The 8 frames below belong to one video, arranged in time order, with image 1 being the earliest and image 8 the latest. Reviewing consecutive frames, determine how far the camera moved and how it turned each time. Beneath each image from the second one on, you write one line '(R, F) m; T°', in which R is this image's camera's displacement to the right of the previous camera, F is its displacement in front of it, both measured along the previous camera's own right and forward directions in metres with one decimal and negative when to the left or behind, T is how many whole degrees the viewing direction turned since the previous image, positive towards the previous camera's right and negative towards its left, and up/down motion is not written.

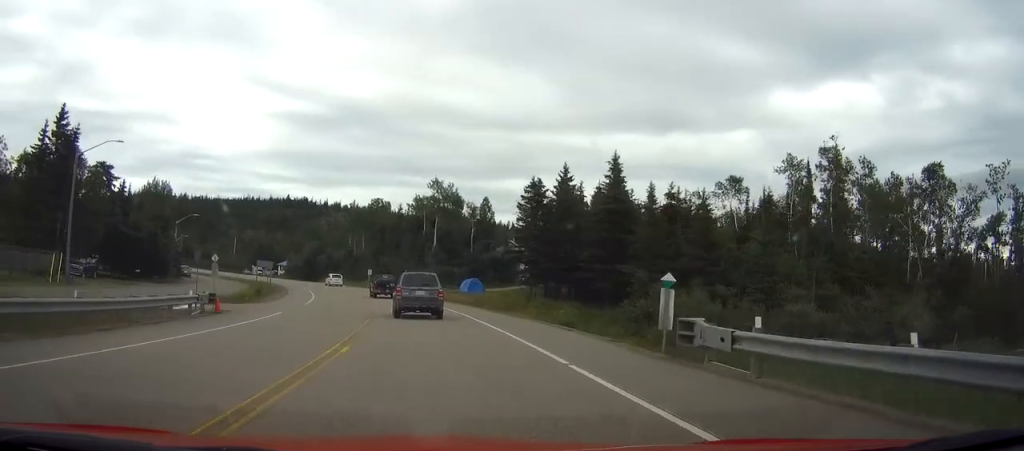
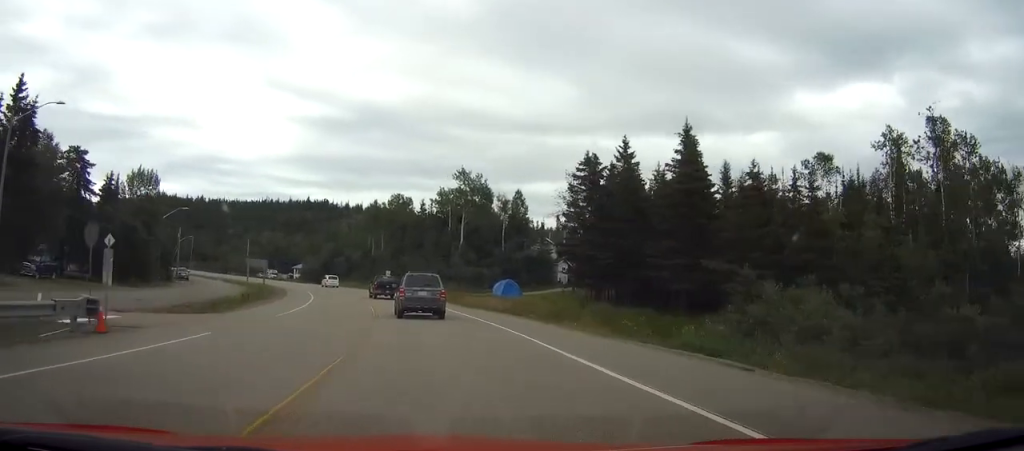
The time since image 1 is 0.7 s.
(-0.2, +12.2) m; -2°
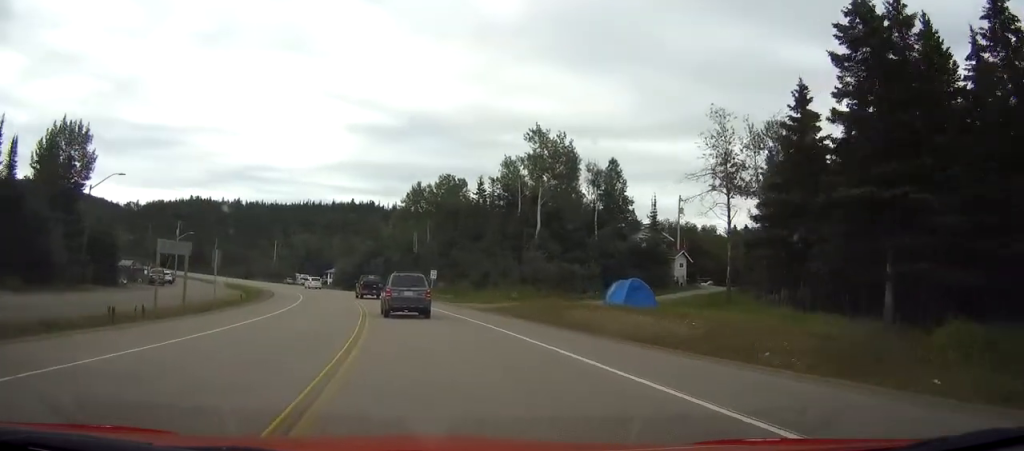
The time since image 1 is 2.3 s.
(-1.4, +28.6) m; -5°
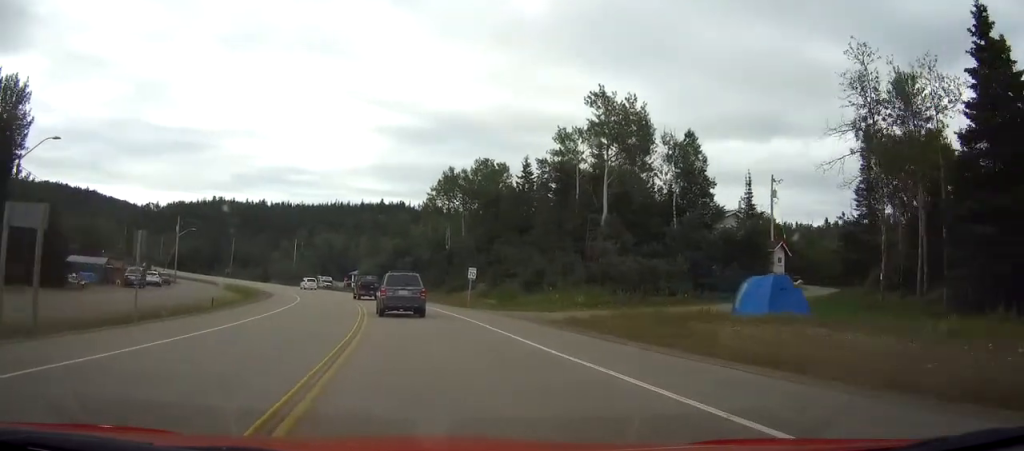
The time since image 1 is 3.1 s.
(-0.3, +14.6) m; -3°
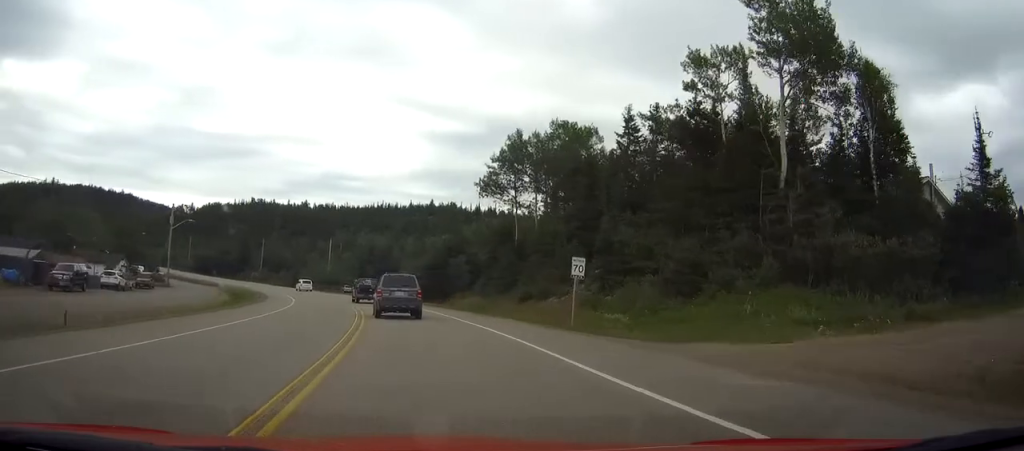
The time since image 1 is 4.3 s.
(-0.8, +22.0) m; -4°
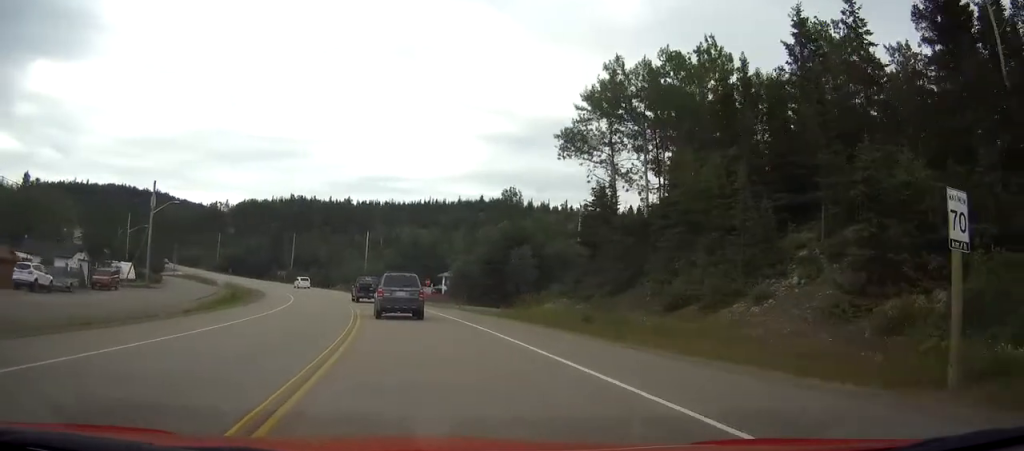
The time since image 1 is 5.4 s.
(-0.7, +20.1) m; -4°
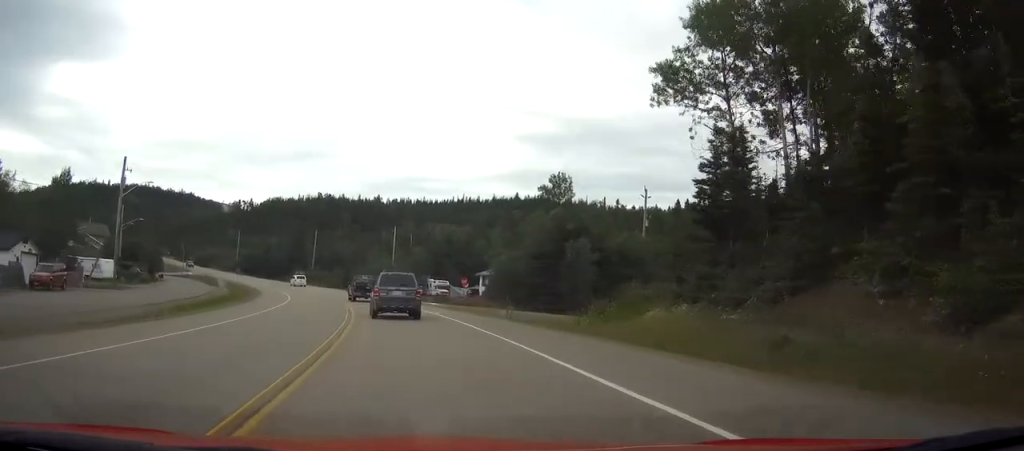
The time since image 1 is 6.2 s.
(-0.4, +14.5) m; -3°
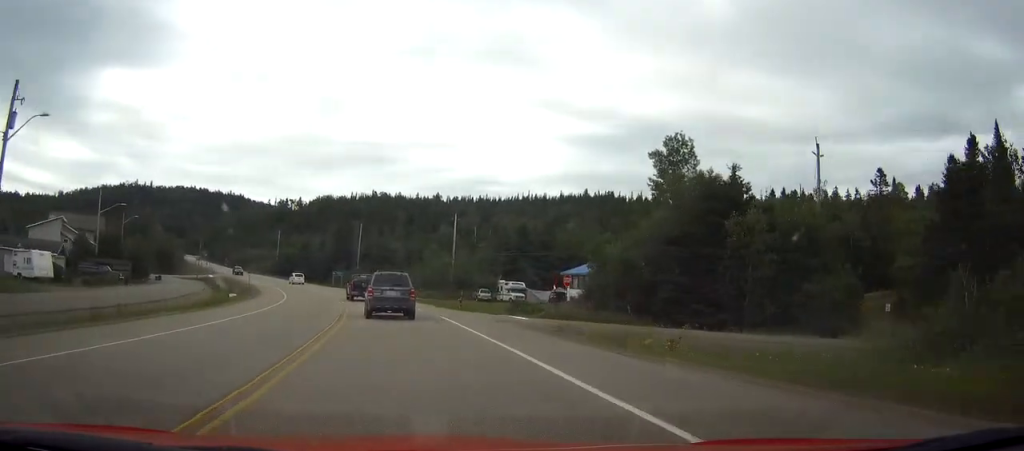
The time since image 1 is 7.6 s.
(-0.9, +25.3) m; -5°
